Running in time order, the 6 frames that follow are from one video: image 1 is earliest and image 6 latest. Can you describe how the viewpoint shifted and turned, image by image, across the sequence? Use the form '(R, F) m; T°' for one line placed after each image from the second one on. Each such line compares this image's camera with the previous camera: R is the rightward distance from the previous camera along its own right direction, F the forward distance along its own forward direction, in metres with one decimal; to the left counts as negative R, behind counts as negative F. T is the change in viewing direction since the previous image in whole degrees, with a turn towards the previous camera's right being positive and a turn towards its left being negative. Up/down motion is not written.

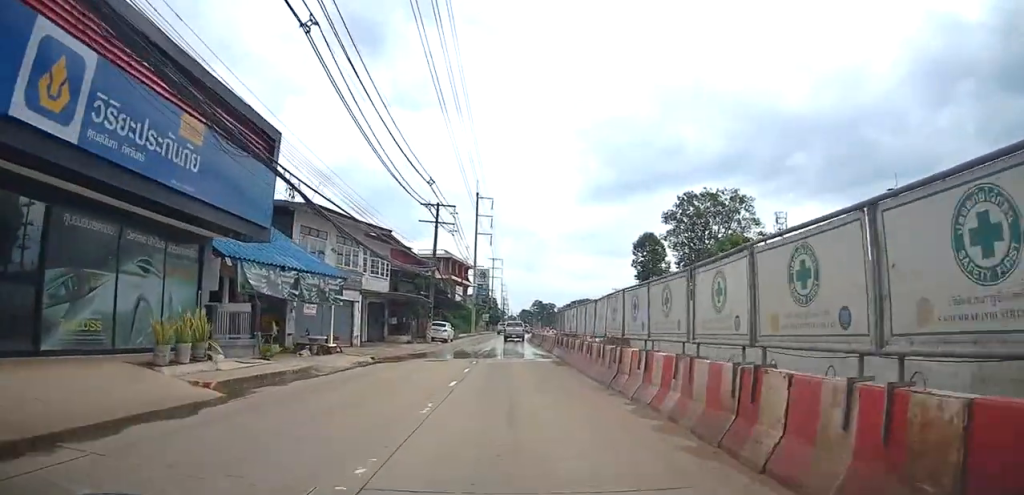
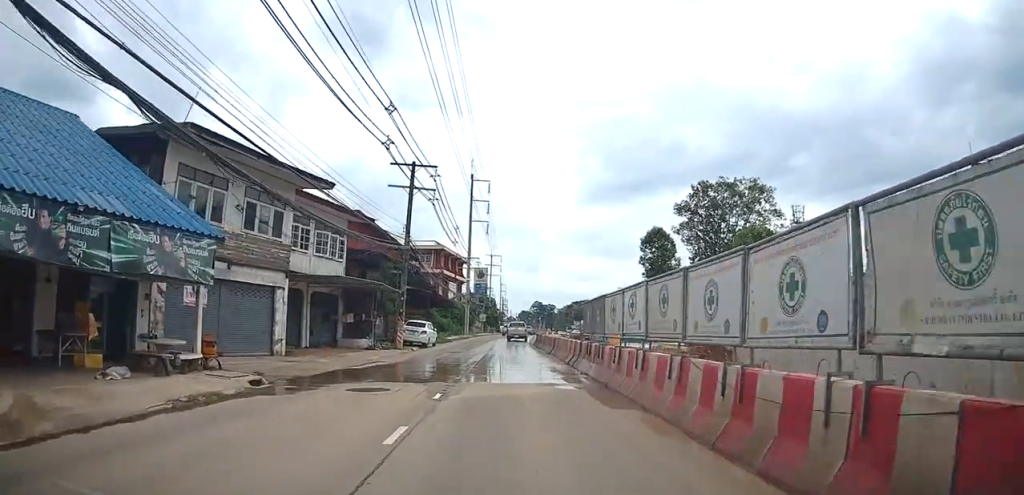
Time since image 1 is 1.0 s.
(-0.1, +10.2) m; 0°
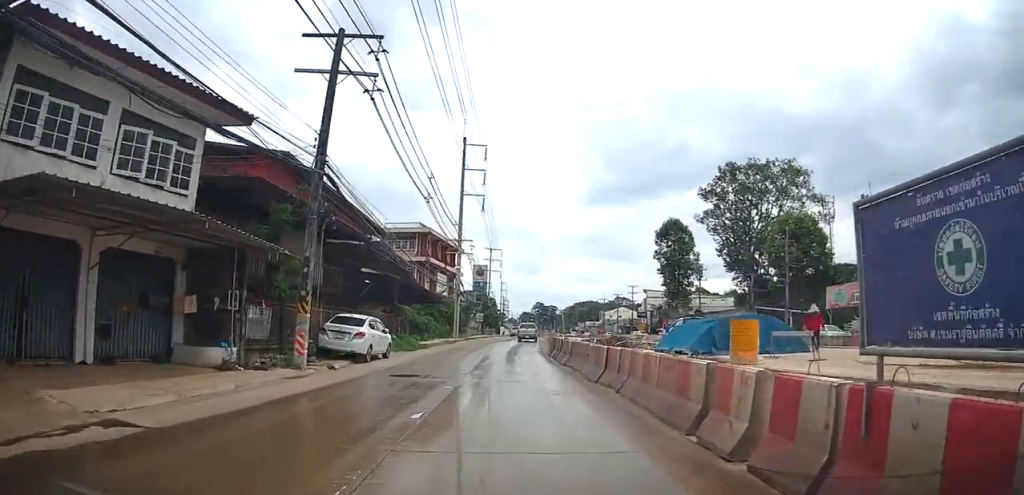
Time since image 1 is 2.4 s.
(+0.1, +14.0) m; +2°
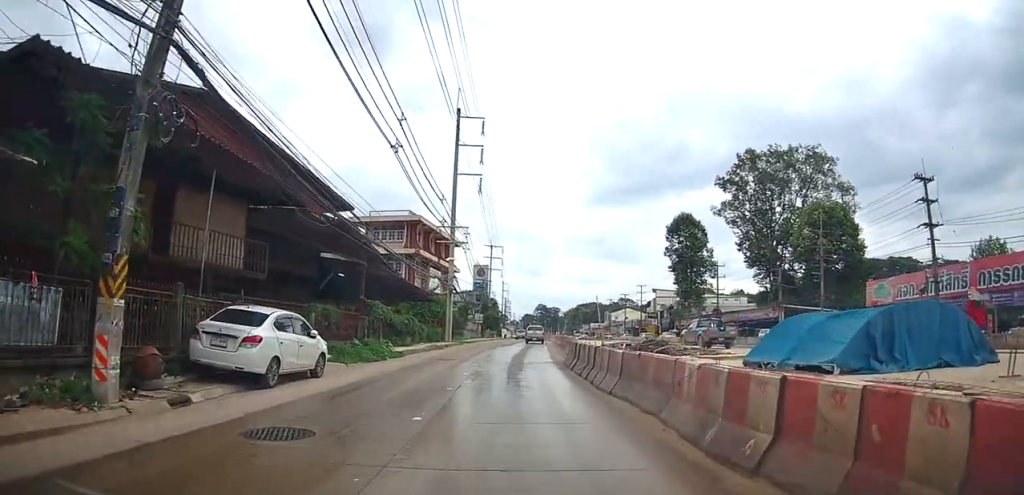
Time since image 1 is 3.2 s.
(+0.2, +8.1) m; +1°
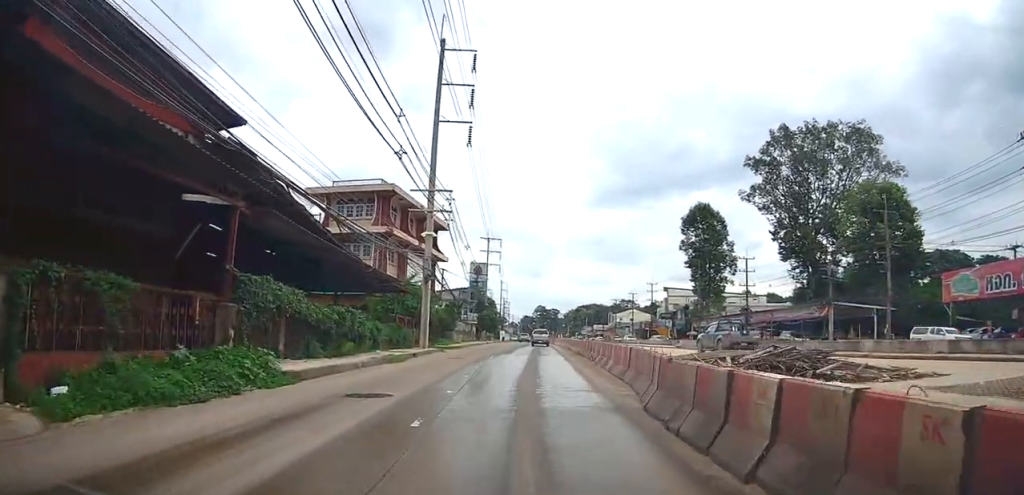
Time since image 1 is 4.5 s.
(+0.1, +12.9) m; 0°
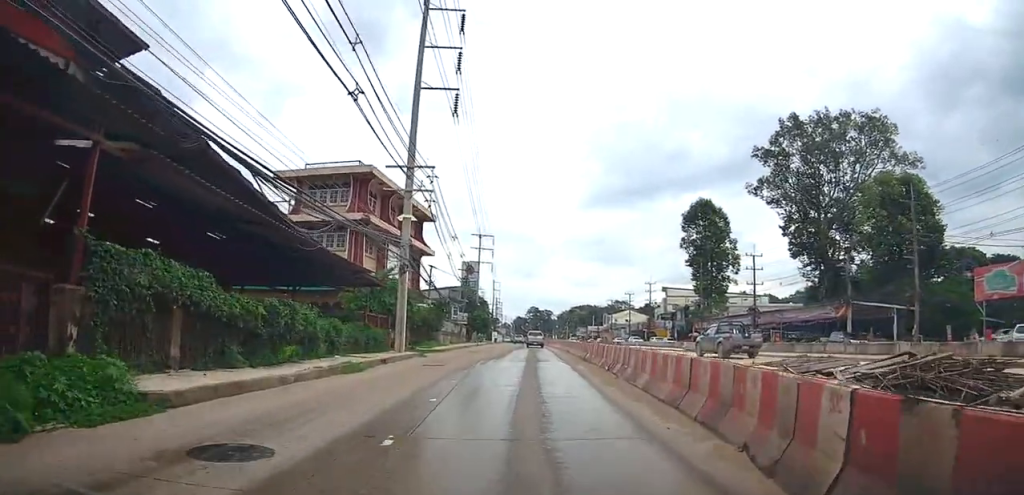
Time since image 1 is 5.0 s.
(0.0, +5.2) m; 0°
